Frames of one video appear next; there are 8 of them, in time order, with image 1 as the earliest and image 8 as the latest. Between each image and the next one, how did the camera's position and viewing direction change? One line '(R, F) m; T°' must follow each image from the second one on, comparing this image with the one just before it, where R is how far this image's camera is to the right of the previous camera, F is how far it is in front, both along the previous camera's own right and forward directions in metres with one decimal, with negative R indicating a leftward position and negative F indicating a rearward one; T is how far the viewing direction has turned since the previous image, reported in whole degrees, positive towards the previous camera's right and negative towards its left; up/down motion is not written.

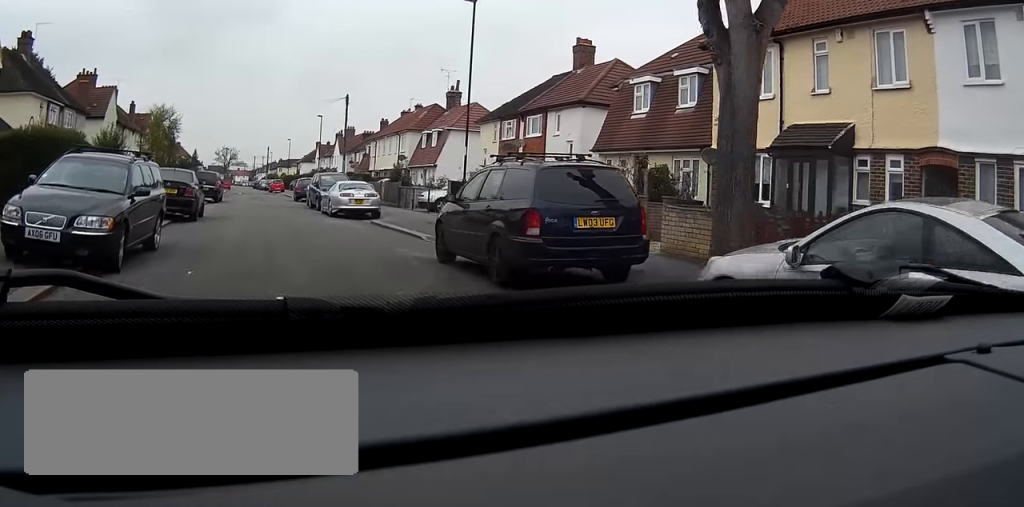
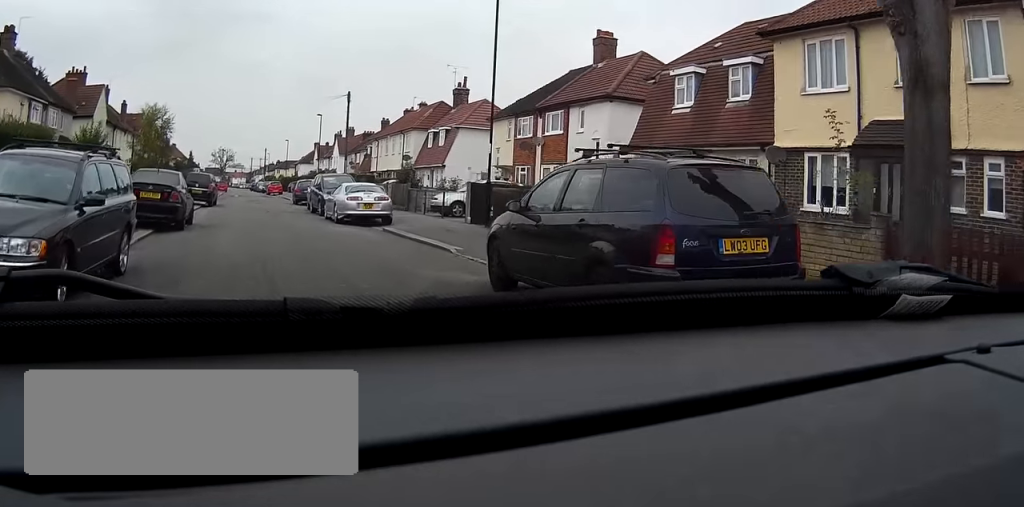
(0.0, +2.9) m; 0°
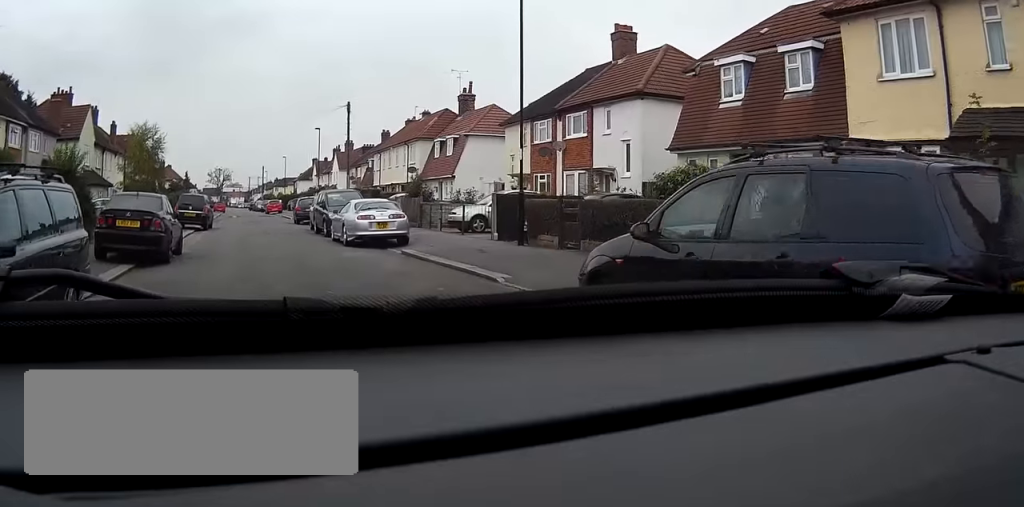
(0.0, +2.9) m; 0°
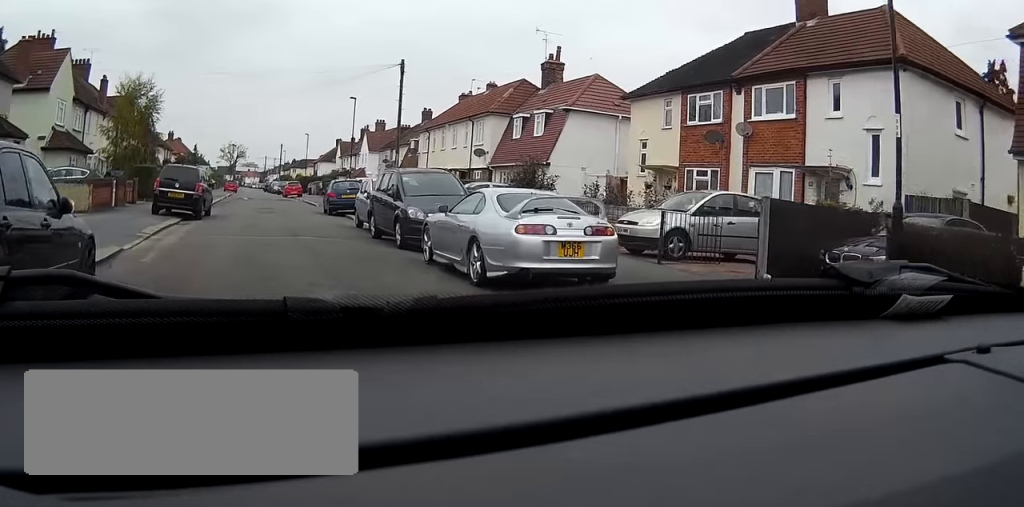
(0.0, +11.3) m; +1°
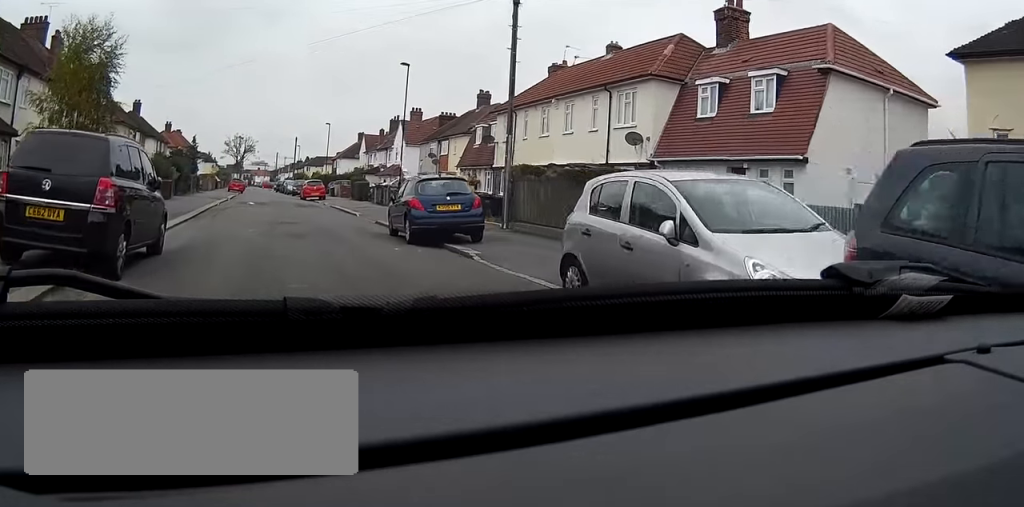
(+0.1, +14.8) m; -1°
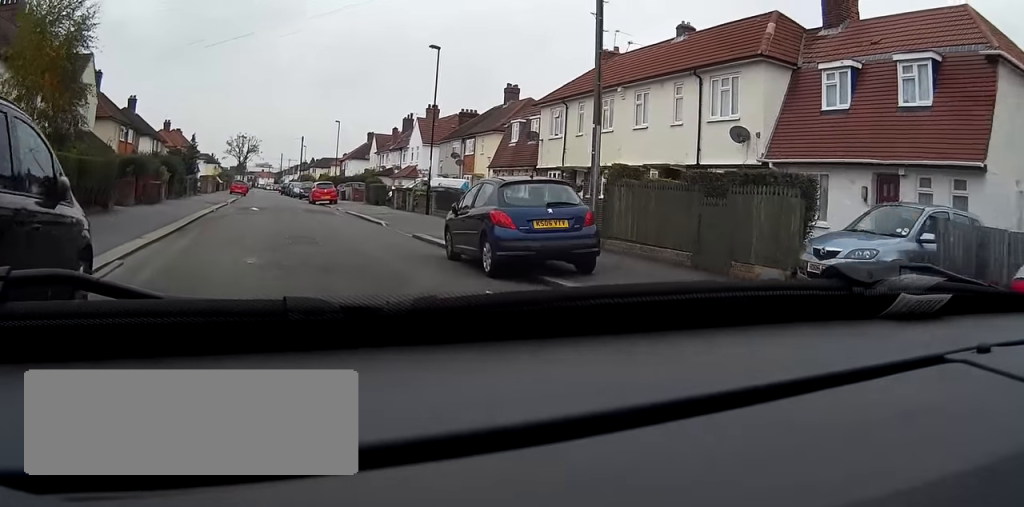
(0.0, +5.5) m; -1°
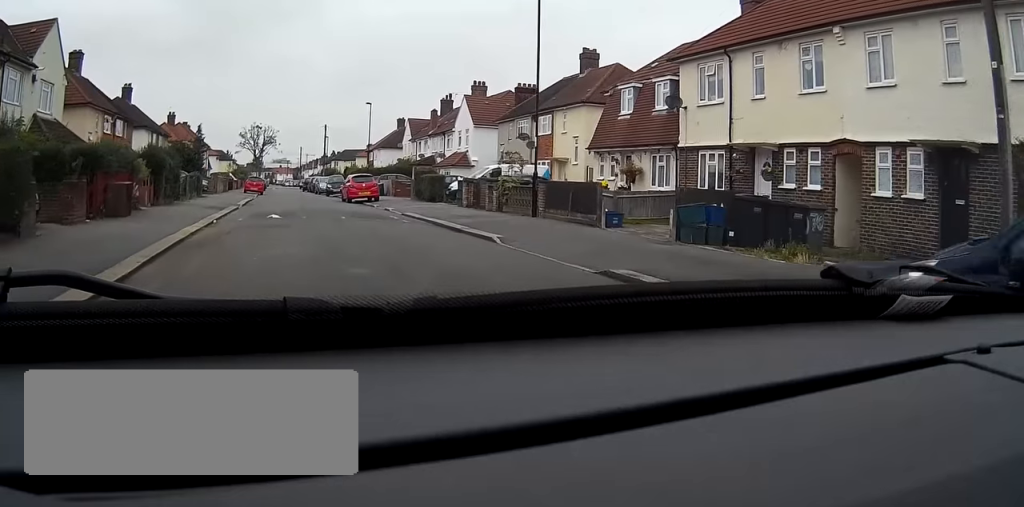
(-0.2, +10.4) m; -2°
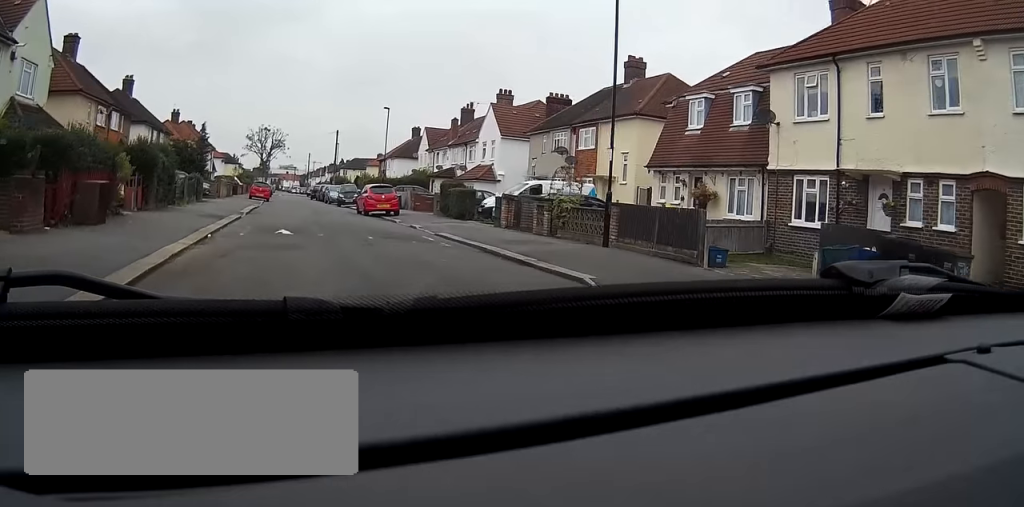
(0.0, +4.1) m; -1°
